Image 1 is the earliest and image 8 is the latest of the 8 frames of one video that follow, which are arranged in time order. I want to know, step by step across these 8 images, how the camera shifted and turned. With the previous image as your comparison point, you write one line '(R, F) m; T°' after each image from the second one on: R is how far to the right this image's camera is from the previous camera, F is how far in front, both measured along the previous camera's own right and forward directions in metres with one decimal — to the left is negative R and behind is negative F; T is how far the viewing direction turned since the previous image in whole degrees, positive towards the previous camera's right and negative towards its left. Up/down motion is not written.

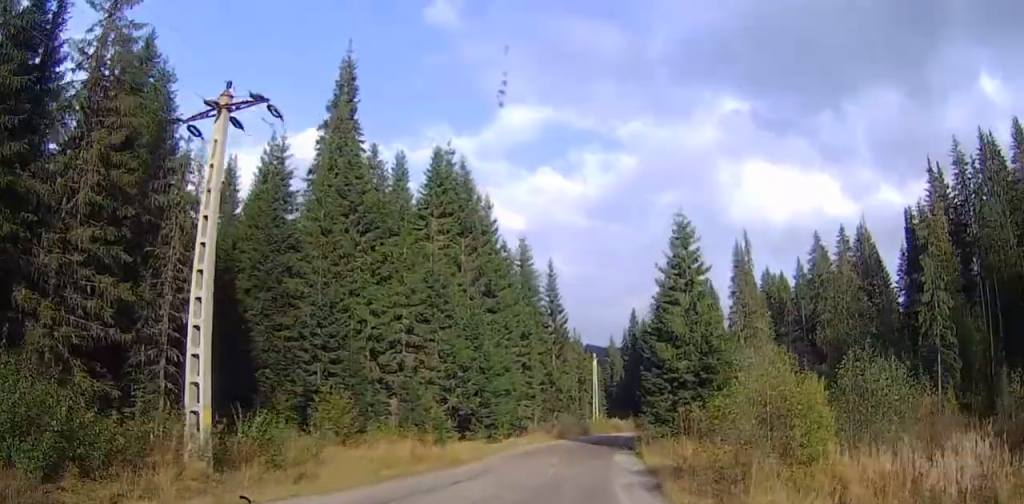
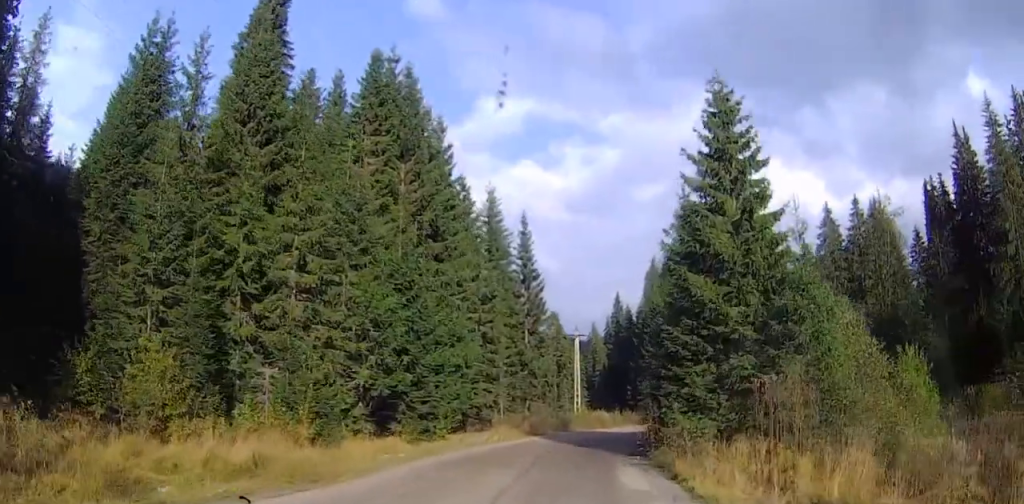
(+0.1, +13.7) m; +1°
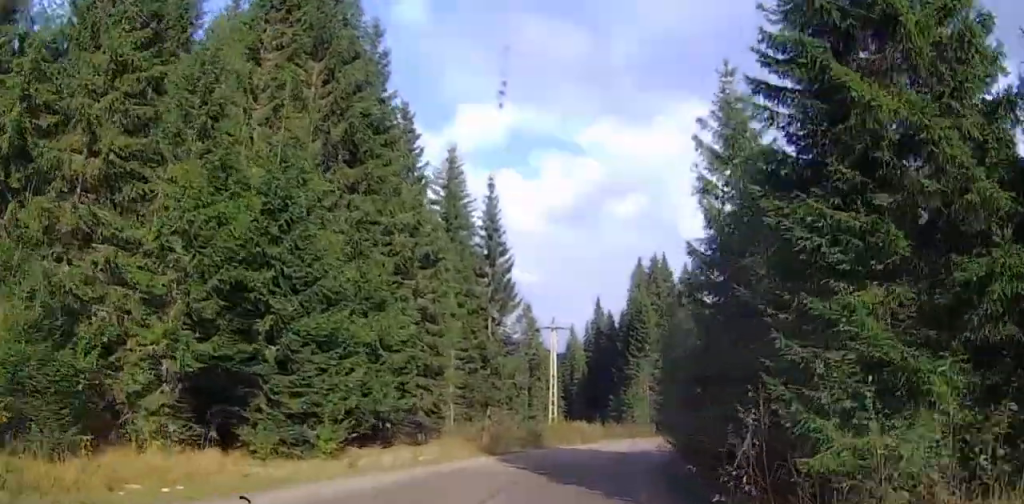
(+0.1, +13.6) m; +4°
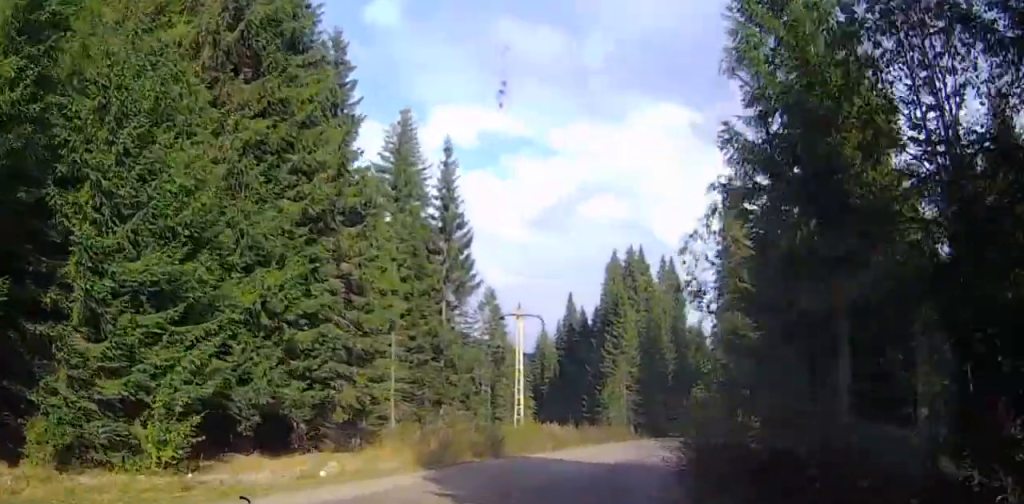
(+0.1, +8.3) m; +6°
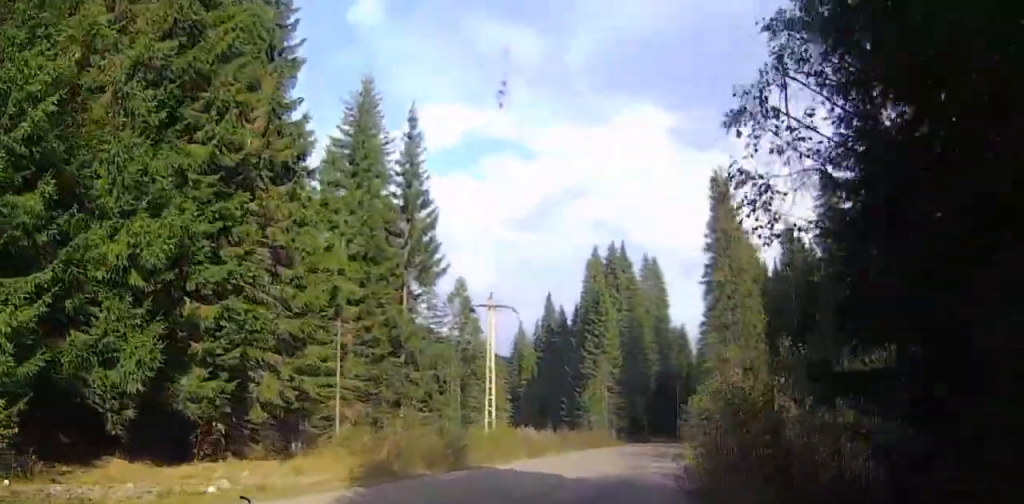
(+0.6, +5.5) m; +4°
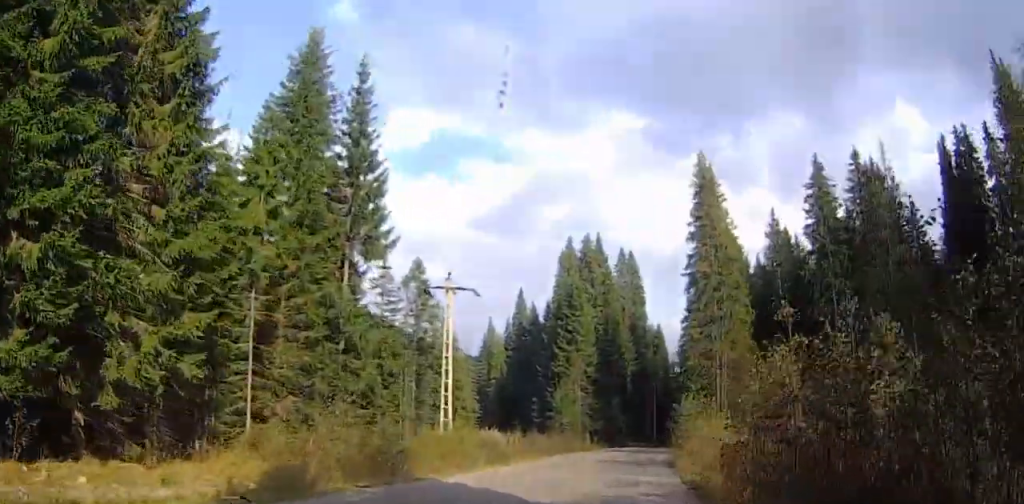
(+0.3, +6.3) m; +3°
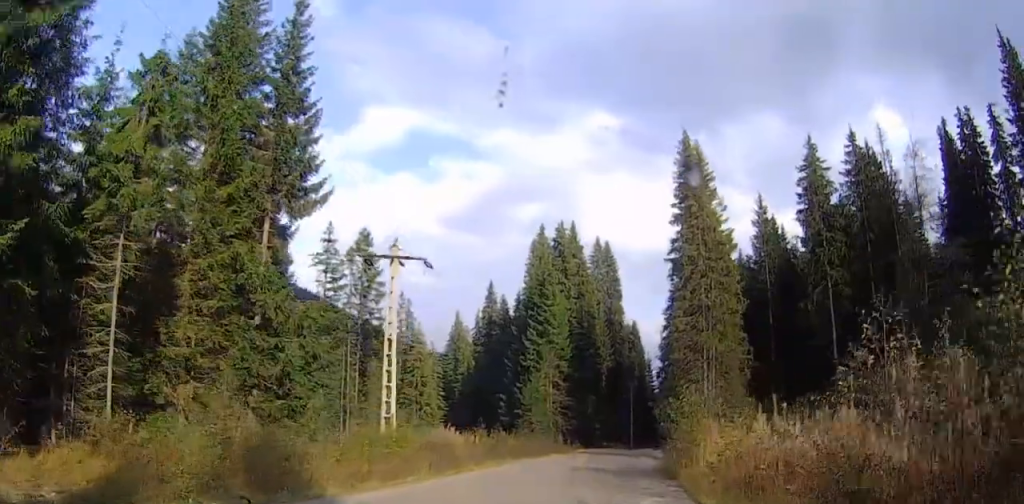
(0.0, +6.8) m; 0°
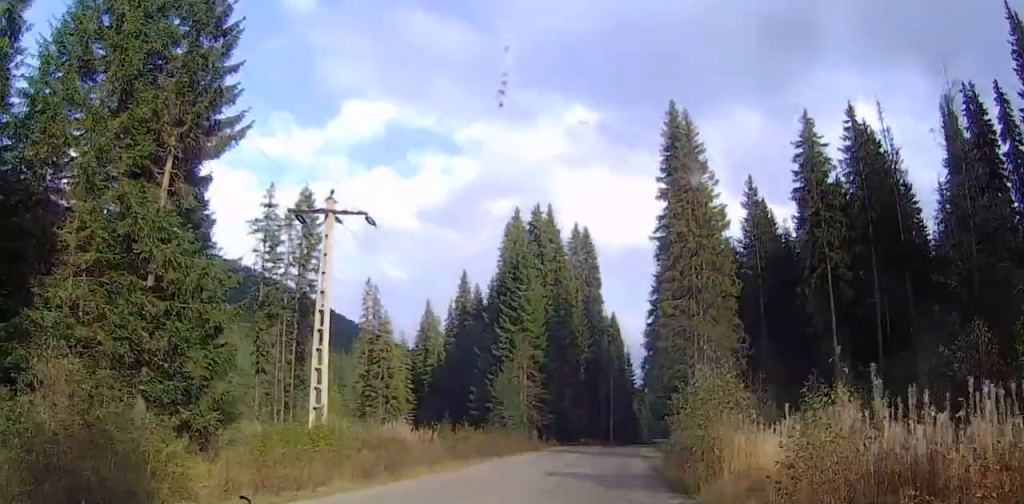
(0.0, +6.2) m; 0°
